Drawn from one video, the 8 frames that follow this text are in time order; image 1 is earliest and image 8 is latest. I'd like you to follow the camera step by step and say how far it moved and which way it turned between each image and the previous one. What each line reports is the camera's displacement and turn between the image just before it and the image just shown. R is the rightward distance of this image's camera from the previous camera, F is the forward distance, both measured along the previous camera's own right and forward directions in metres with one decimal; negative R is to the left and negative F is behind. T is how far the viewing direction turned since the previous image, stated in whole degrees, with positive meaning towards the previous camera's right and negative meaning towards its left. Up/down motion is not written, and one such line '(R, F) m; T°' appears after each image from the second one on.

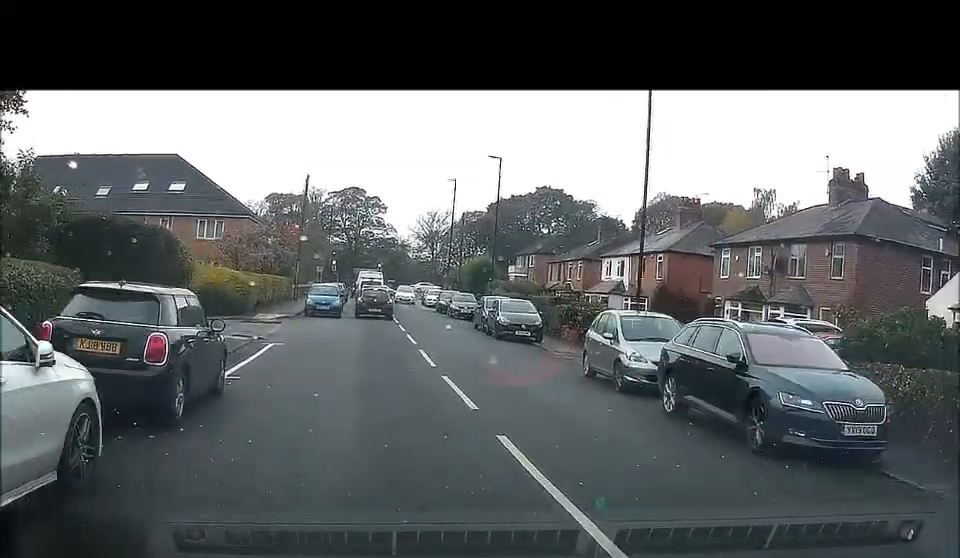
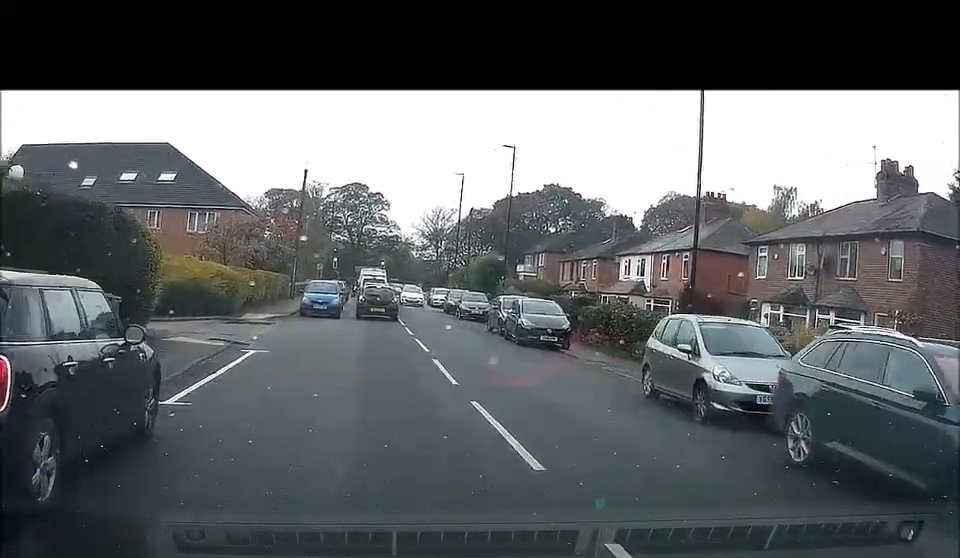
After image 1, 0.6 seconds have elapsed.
(+0.1, +4.2) m; 0°
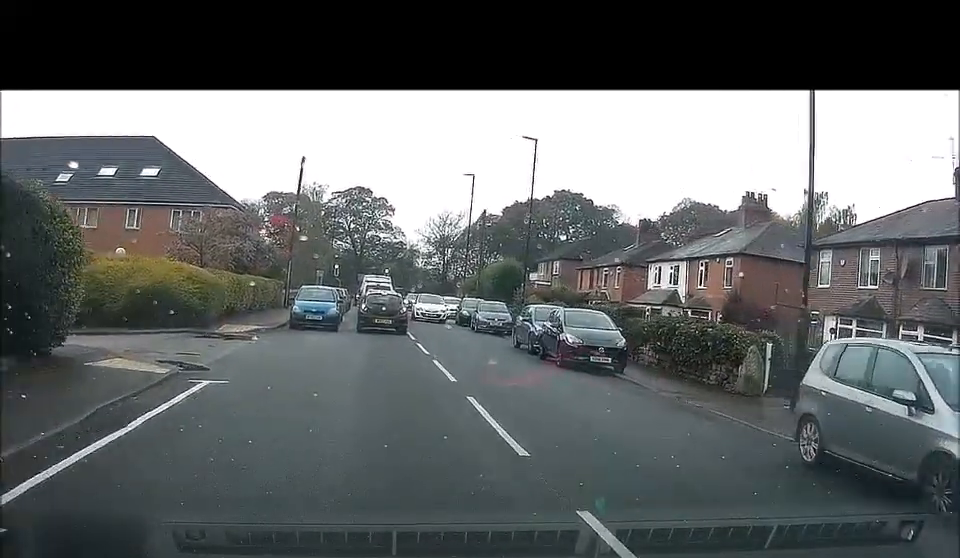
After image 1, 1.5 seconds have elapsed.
(-0.1, +5.8) m; +2°
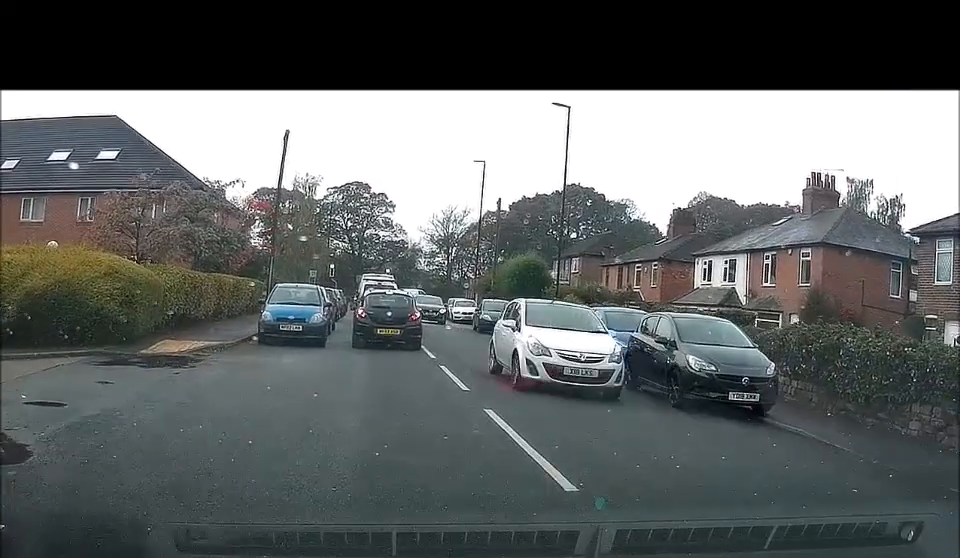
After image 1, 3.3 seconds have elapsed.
(+0.5, +9.1) m; +6°
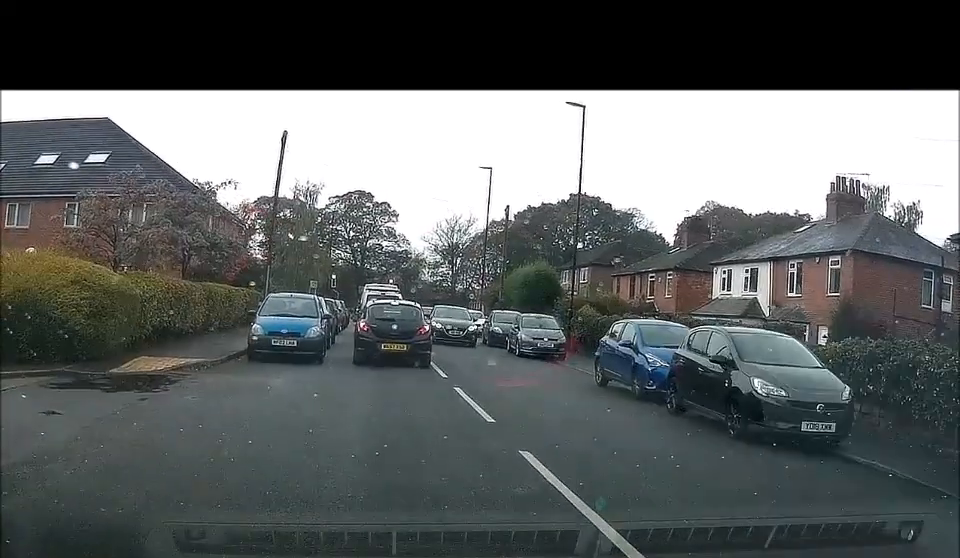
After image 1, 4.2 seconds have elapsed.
(+0.1, +3.0) m; +3°
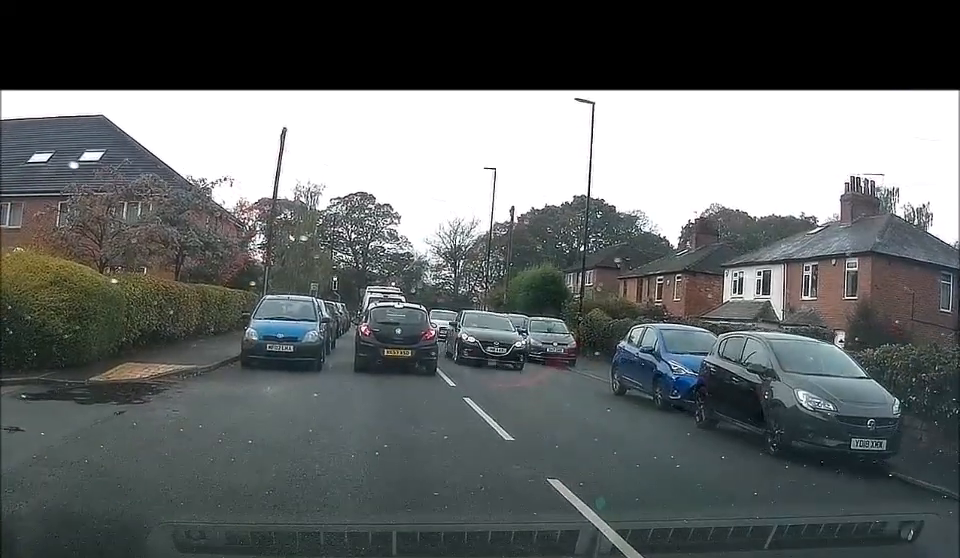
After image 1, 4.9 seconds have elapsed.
(+0.1, +1.8) m; +2°
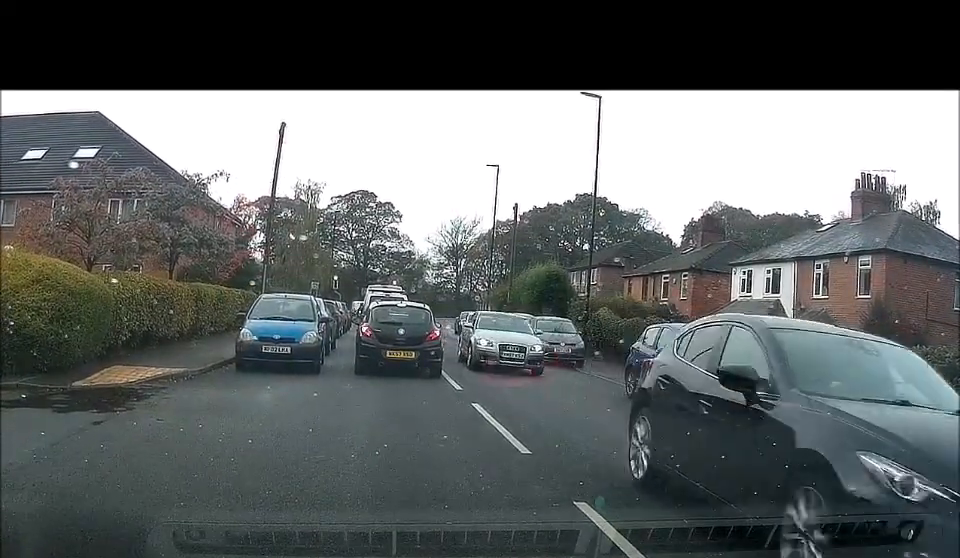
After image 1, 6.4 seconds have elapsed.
(-0.1, +1.2) m; 0°
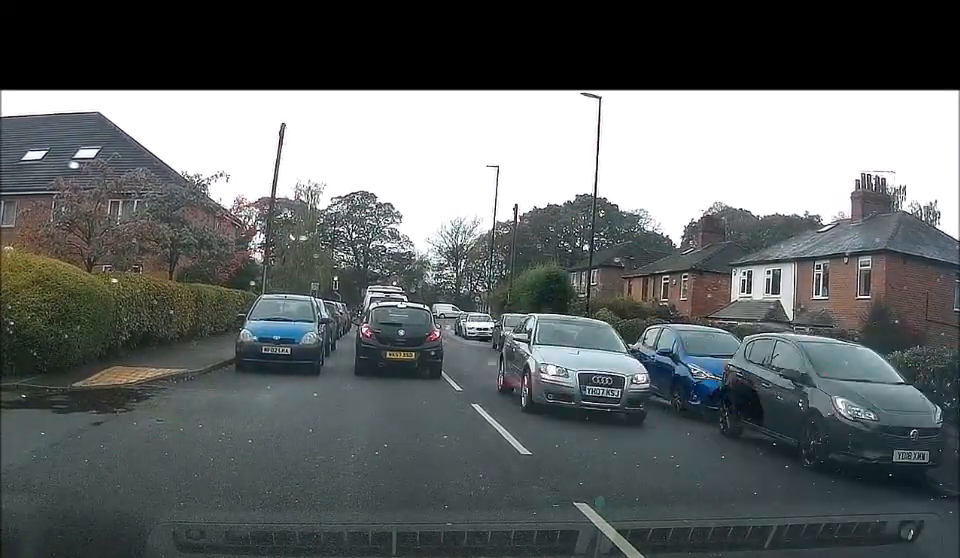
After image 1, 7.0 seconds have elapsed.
(0.0, 0.0) m; 0°
